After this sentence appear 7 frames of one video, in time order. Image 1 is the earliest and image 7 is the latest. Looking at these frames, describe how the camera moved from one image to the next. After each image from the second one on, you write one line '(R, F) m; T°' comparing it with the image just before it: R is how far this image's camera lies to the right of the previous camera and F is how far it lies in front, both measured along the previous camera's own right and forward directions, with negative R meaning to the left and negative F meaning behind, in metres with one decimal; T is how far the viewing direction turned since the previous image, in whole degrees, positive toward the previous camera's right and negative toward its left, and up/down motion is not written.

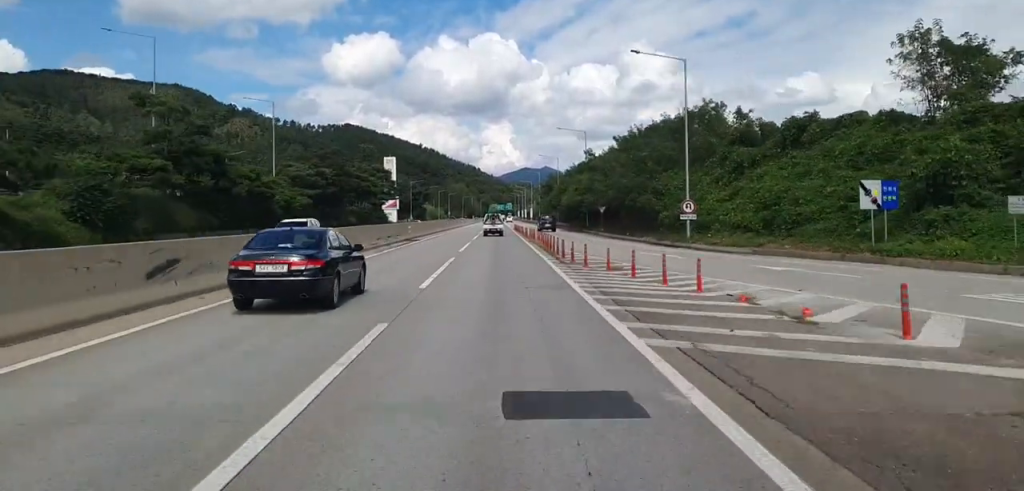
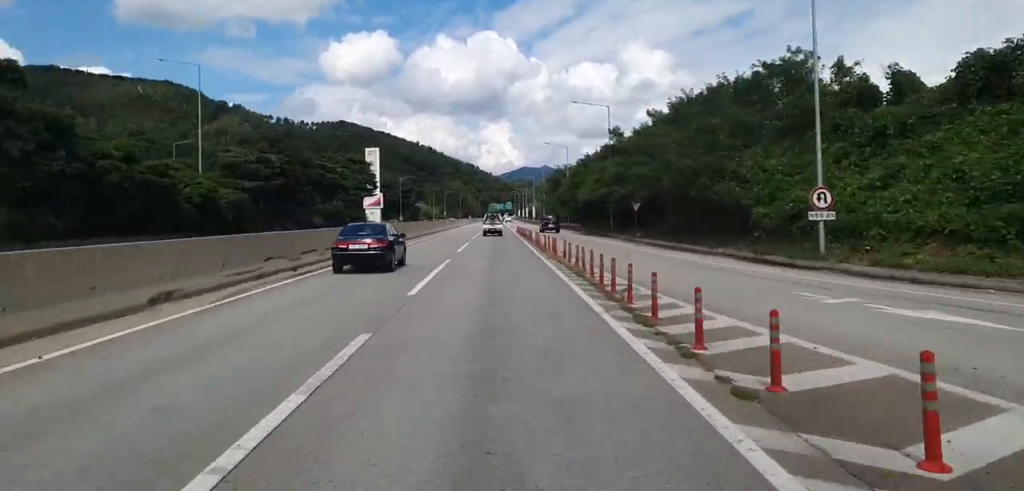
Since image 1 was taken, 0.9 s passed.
(0.0, +20.9) m; 0°
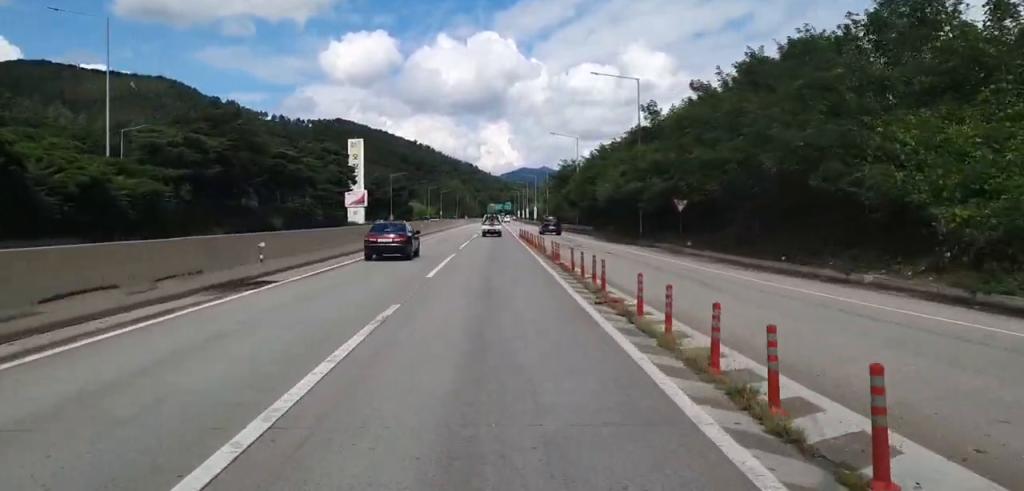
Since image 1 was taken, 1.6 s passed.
(-0.1, +15.4) m; 0°
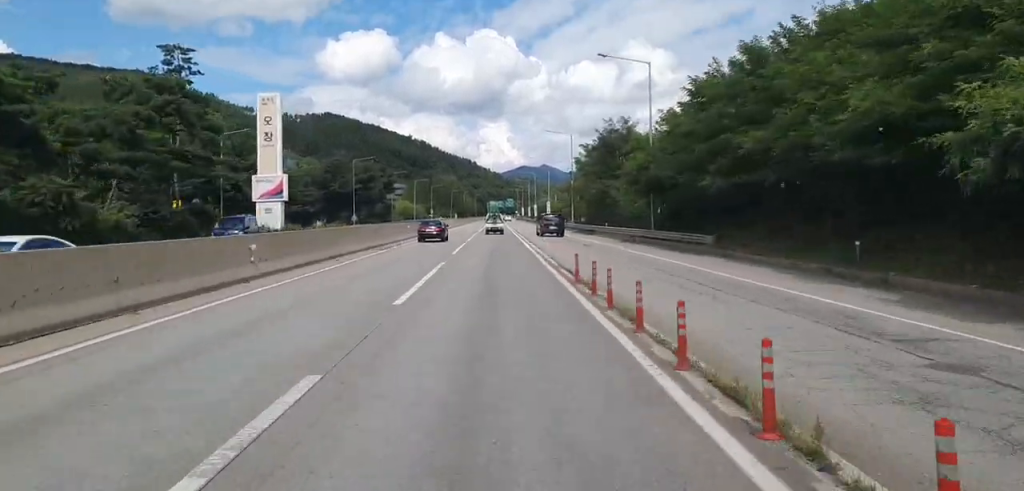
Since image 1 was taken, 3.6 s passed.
(+0.6, +47.3) m; +1°
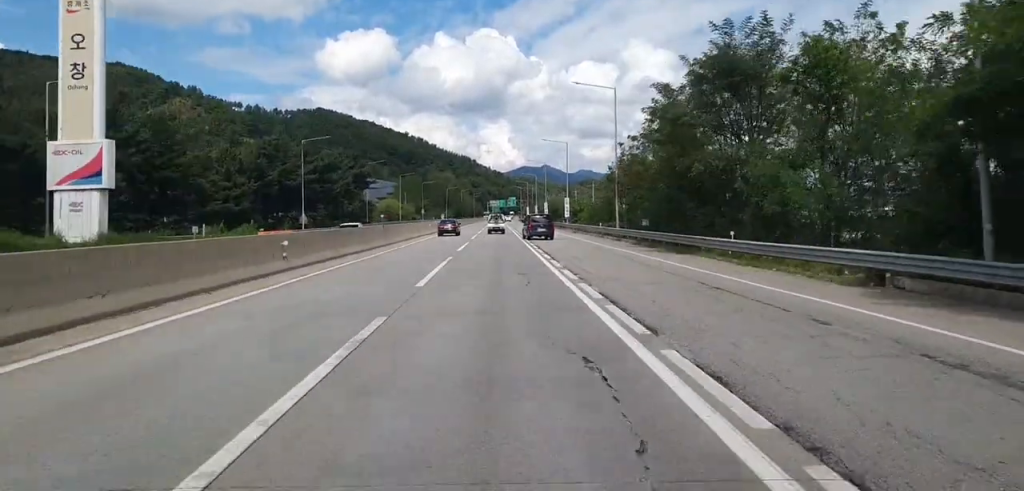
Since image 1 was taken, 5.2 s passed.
(-0.4, +35.4) m; -1°
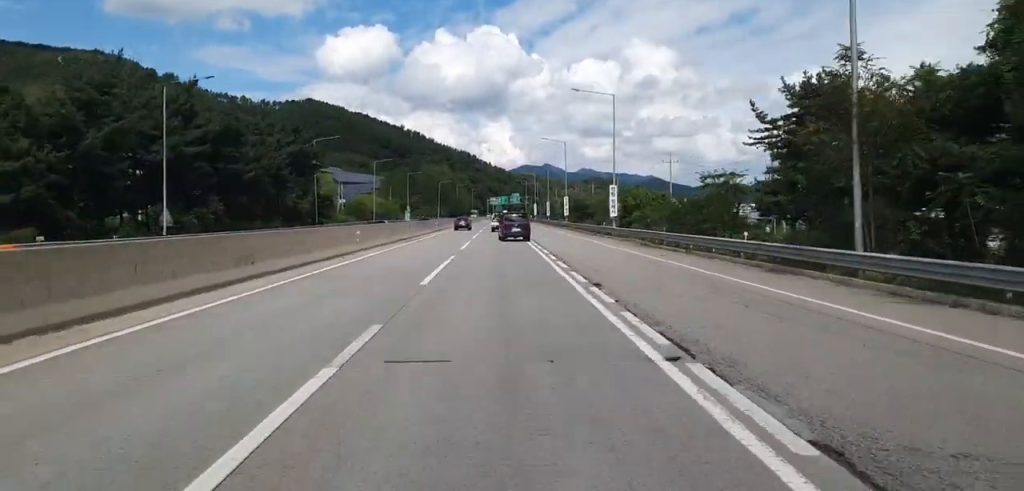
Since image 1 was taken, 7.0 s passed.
(+0.1, +41.2) m; 0°
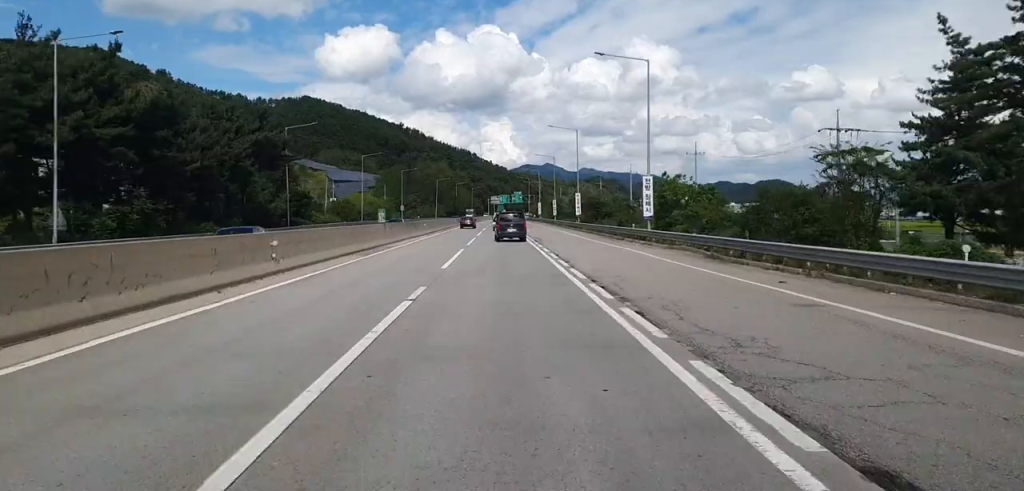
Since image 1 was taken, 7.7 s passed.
(-0.1, +14.2) m; 0°
